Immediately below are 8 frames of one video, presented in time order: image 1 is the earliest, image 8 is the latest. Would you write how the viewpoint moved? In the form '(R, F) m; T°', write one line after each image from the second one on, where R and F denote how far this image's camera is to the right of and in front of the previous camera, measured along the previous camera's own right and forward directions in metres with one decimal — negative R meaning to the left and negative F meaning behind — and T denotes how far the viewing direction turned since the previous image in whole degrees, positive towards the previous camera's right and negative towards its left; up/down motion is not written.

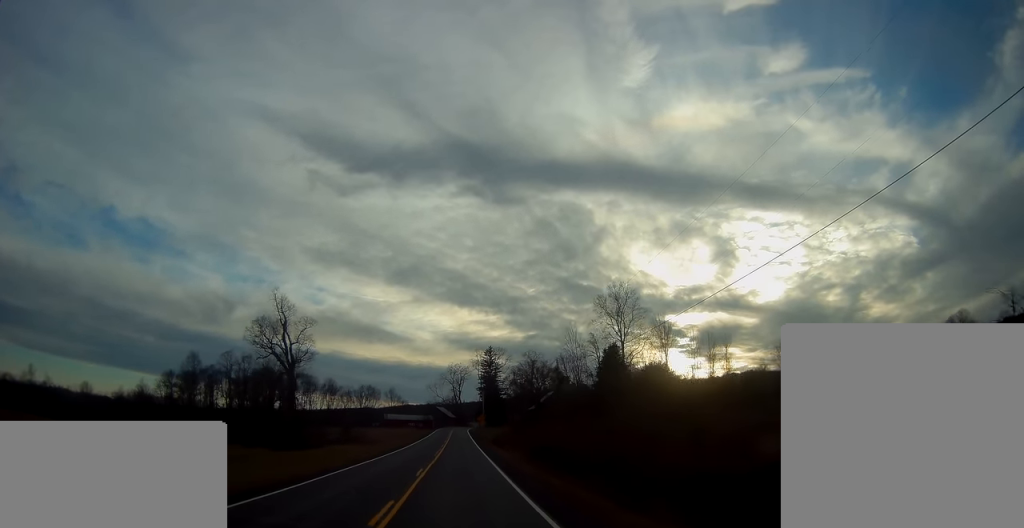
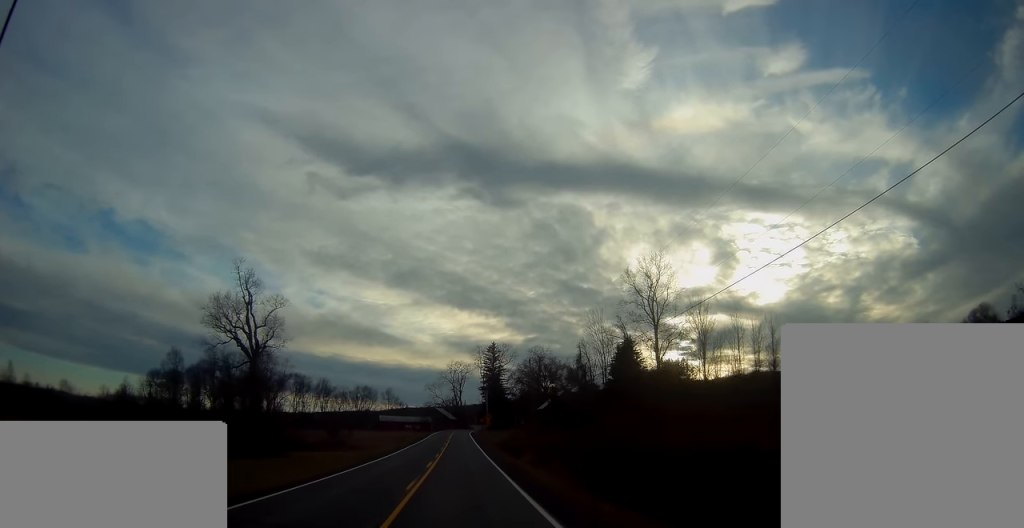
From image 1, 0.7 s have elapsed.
(+0.1, +15.6) m; 0°
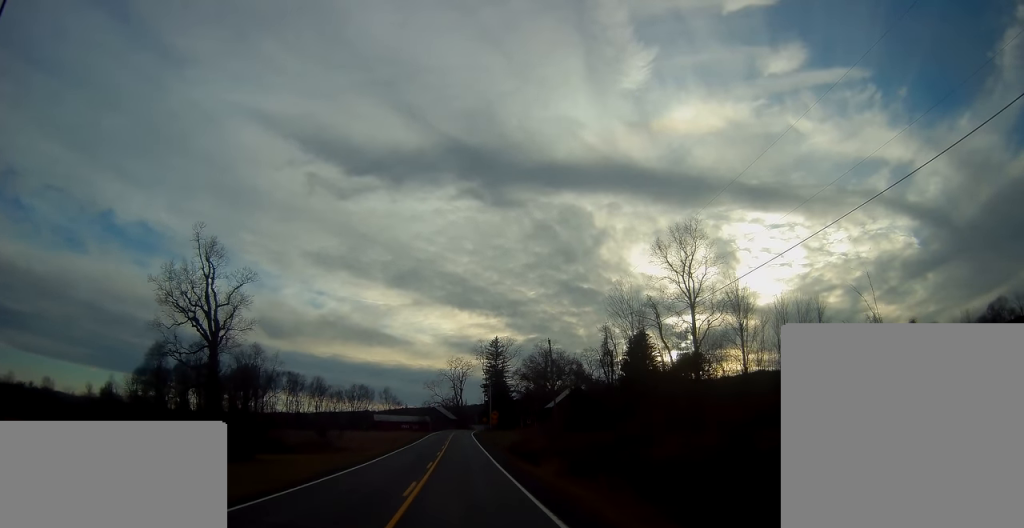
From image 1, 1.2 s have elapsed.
(+0.1, +12.5) m; 0°
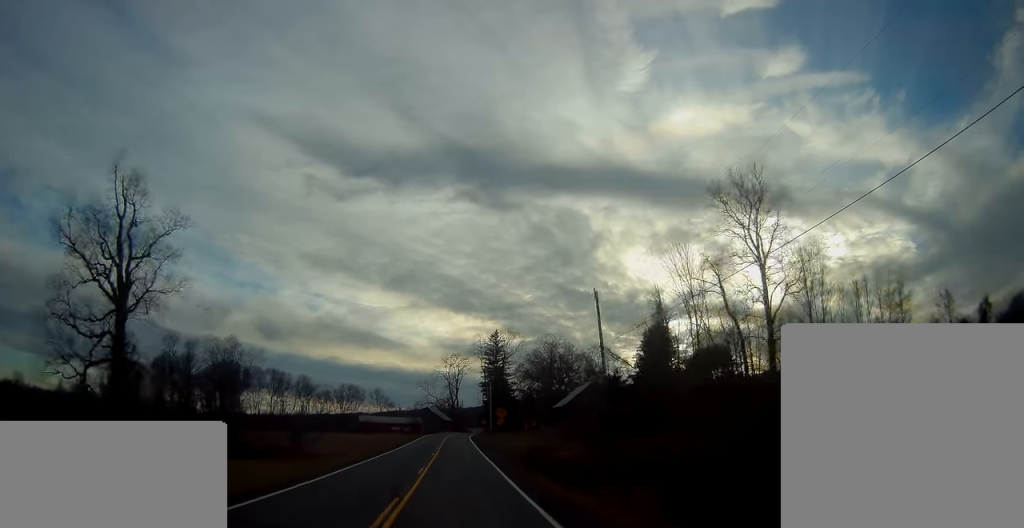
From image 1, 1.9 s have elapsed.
(0.0, +17.1) m; 0°
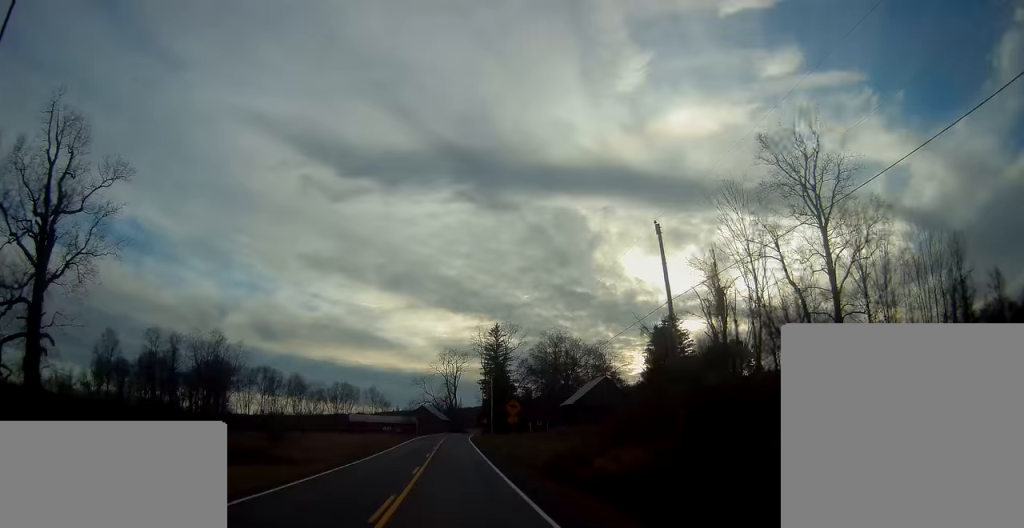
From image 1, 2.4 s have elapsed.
(0.0, +10.1) m; 0°
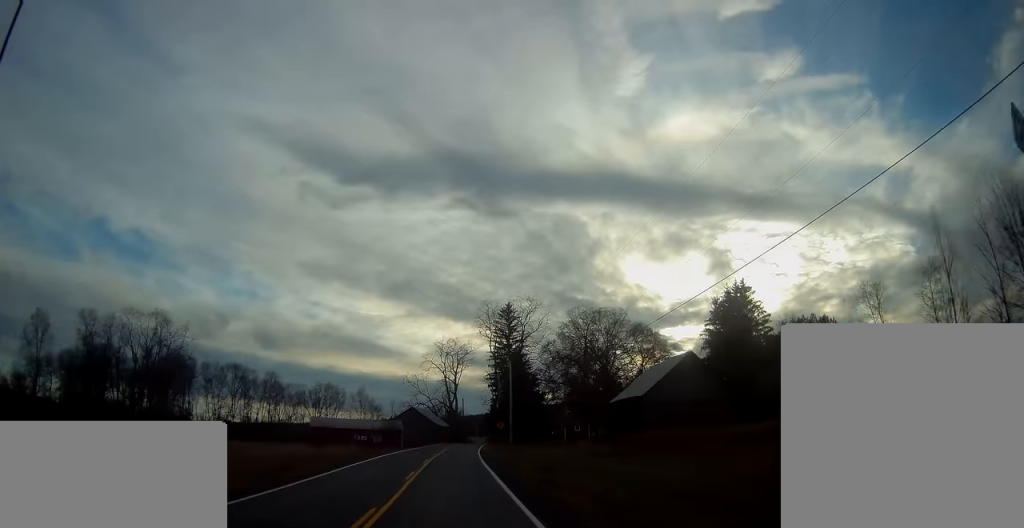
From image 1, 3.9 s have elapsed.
(-0.3, +34.5) m; 0°
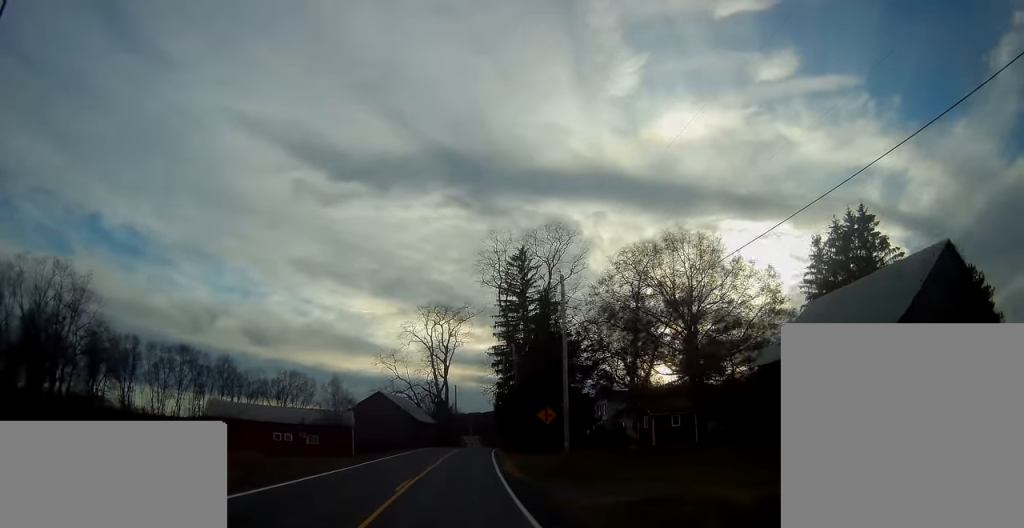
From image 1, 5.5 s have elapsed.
(+0.7, +37.0) m; +2°
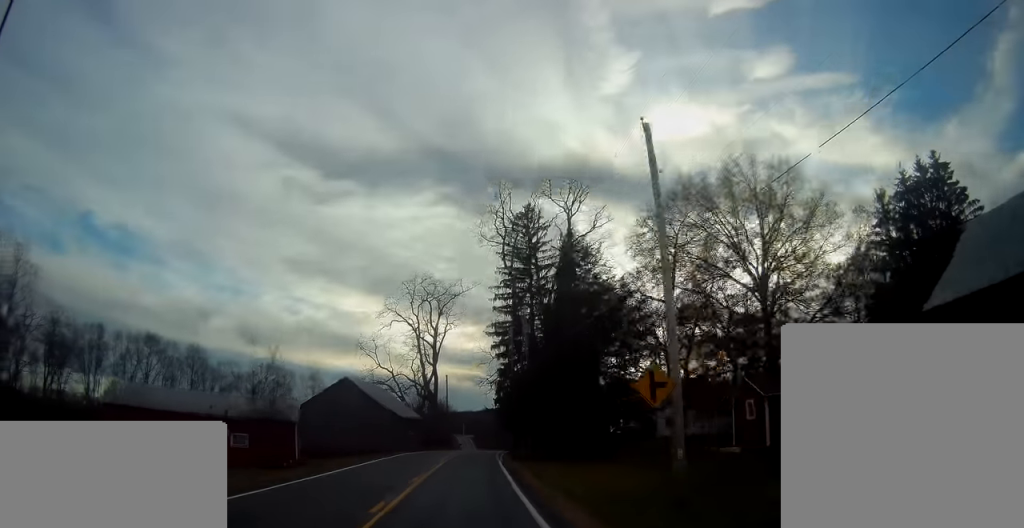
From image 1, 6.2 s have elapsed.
(0.0, +16.4) m; 0°
